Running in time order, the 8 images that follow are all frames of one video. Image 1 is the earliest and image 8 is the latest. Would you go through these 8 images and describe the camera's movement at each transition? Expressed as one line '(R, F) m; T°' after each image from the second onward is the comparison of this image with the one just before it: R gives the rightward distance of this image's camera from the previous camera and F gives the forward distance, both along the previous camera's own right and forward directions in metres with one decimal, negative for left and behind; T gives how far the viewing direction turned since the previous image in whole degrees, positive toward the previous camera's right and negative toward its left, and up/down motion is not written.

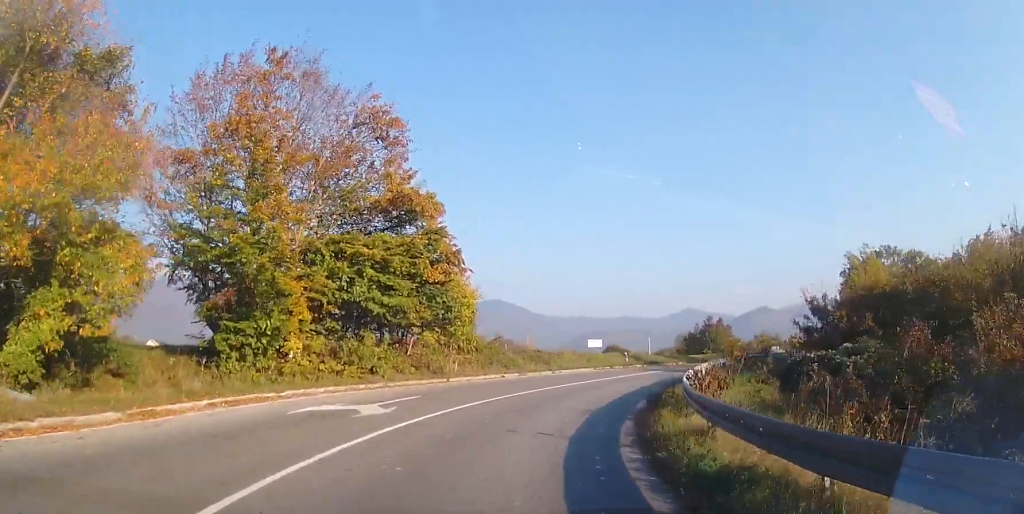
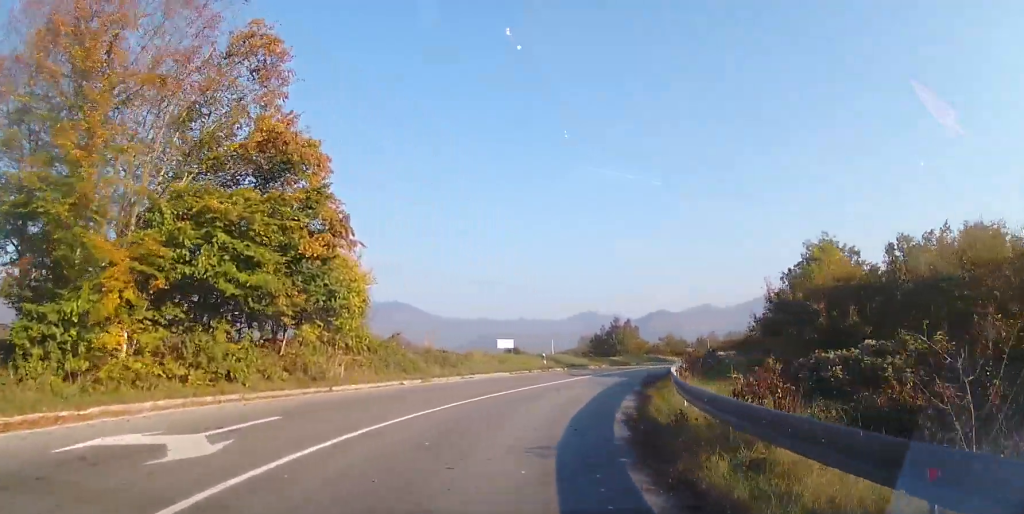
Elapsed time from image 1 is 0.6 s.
(+0.3, +5.8) m; +8°
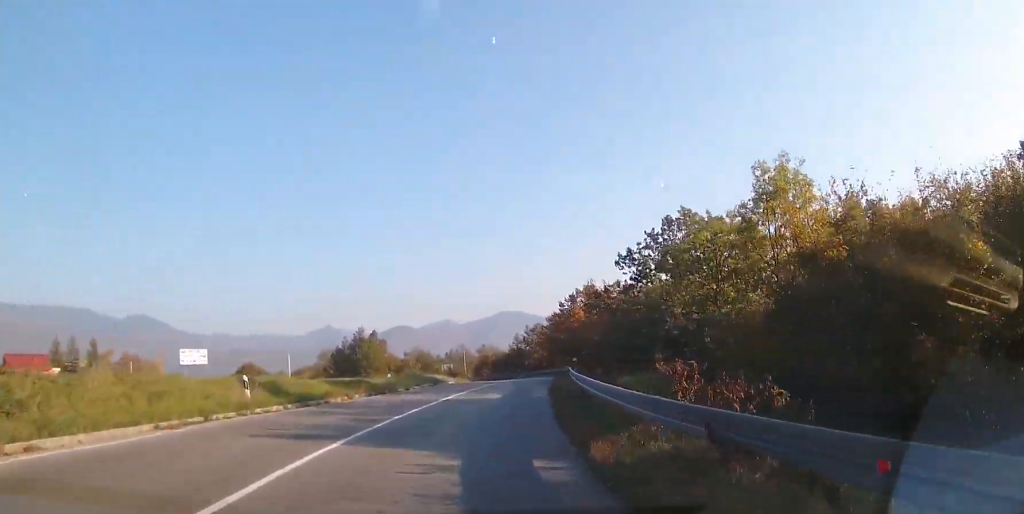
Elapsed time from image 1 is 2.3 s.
(+4.4, +16.1) m; +30°
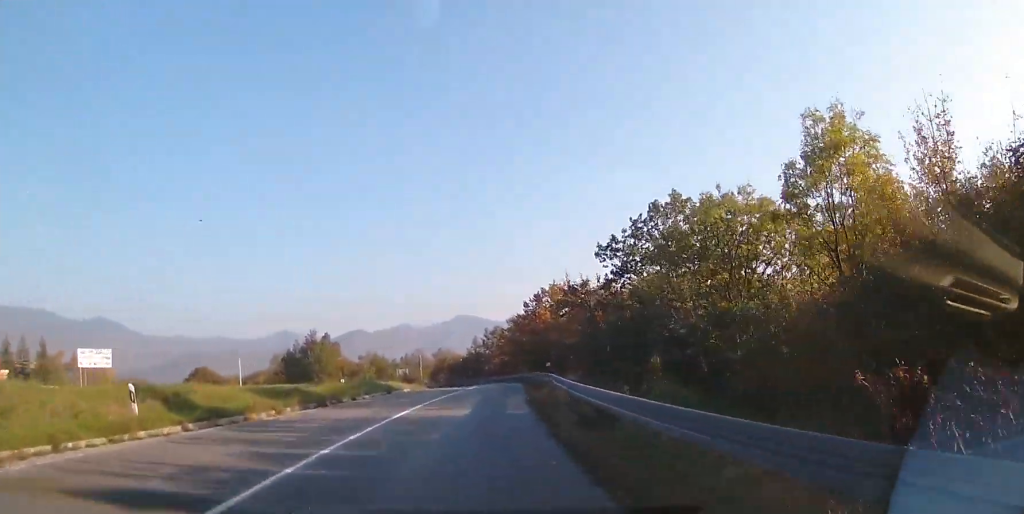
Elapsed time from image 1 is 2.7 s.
(+0.2, +4.5) m; +7°
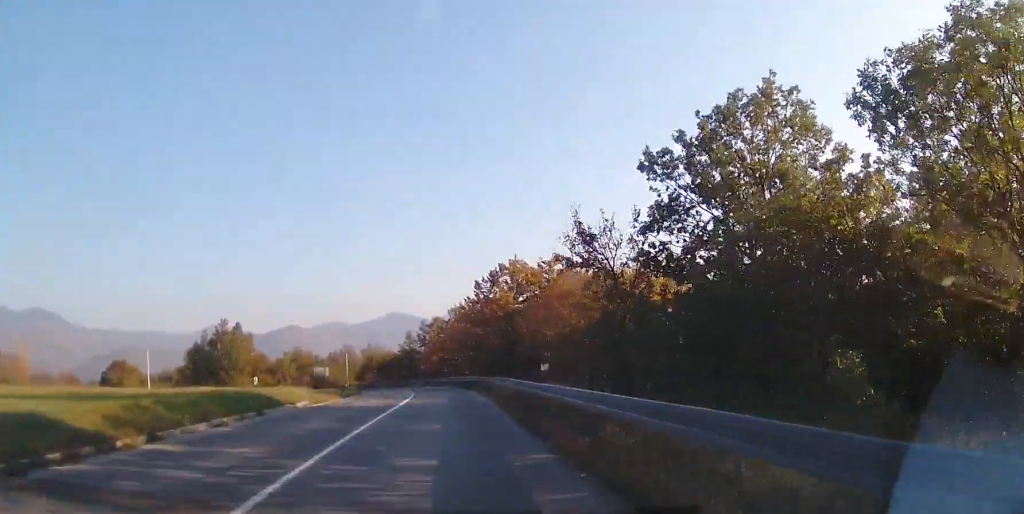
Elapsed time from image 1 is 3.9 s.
(+1.1, +13.4) m; +6°
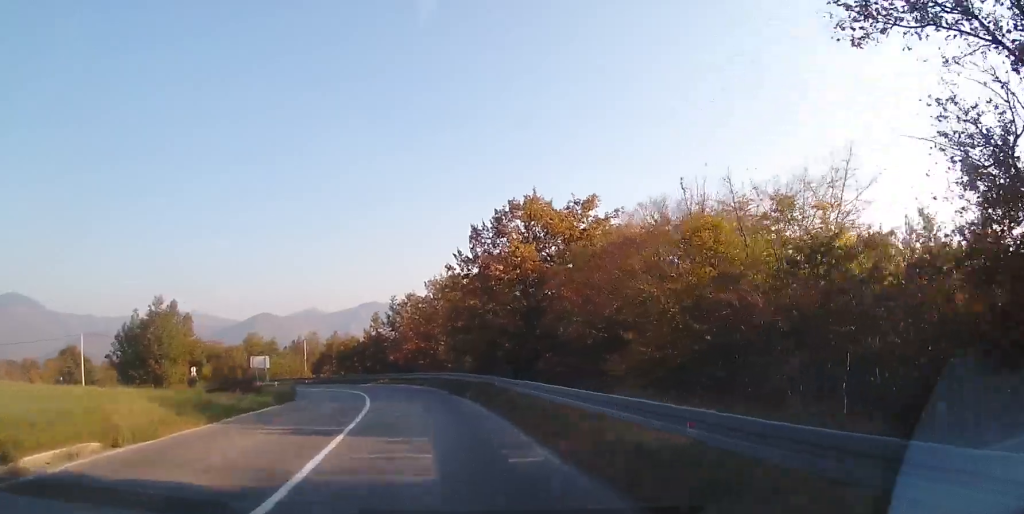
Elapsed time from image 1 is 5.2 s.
(+0.5, +15.6) m; +2°
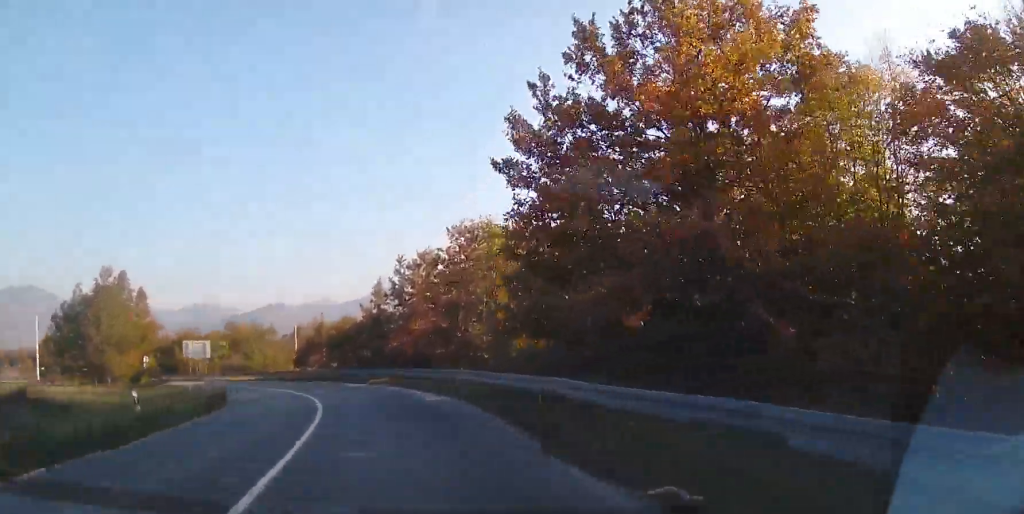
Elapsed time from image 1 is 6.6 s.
(-0.1, +18.0) m; -2°
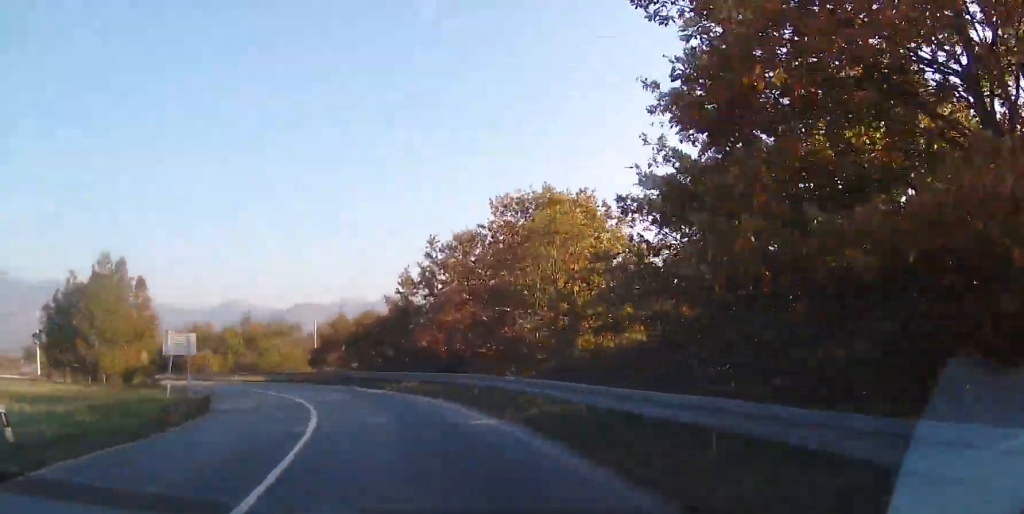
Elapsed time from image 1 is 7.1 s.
(-0.1, +6.7) m; -3°
